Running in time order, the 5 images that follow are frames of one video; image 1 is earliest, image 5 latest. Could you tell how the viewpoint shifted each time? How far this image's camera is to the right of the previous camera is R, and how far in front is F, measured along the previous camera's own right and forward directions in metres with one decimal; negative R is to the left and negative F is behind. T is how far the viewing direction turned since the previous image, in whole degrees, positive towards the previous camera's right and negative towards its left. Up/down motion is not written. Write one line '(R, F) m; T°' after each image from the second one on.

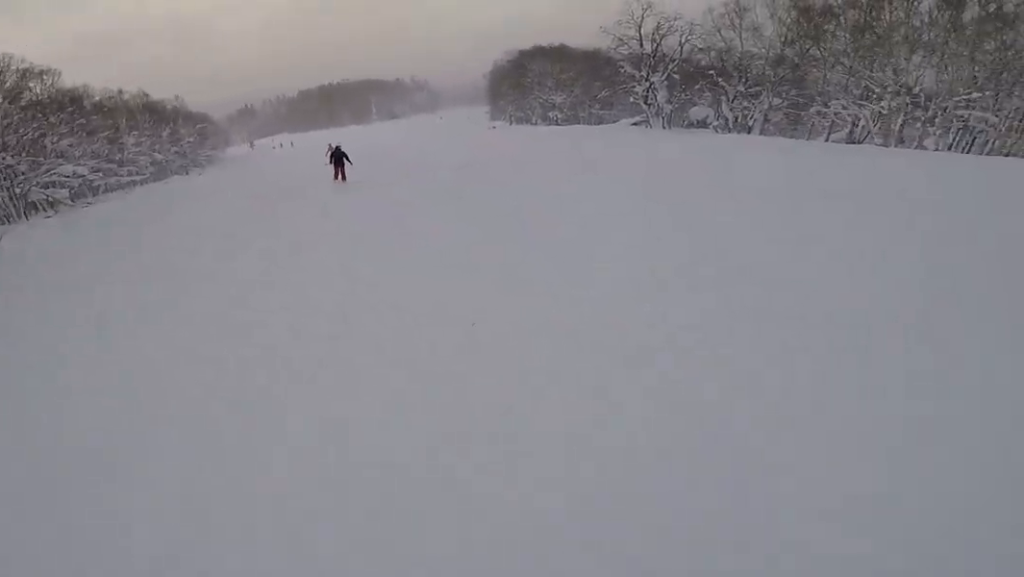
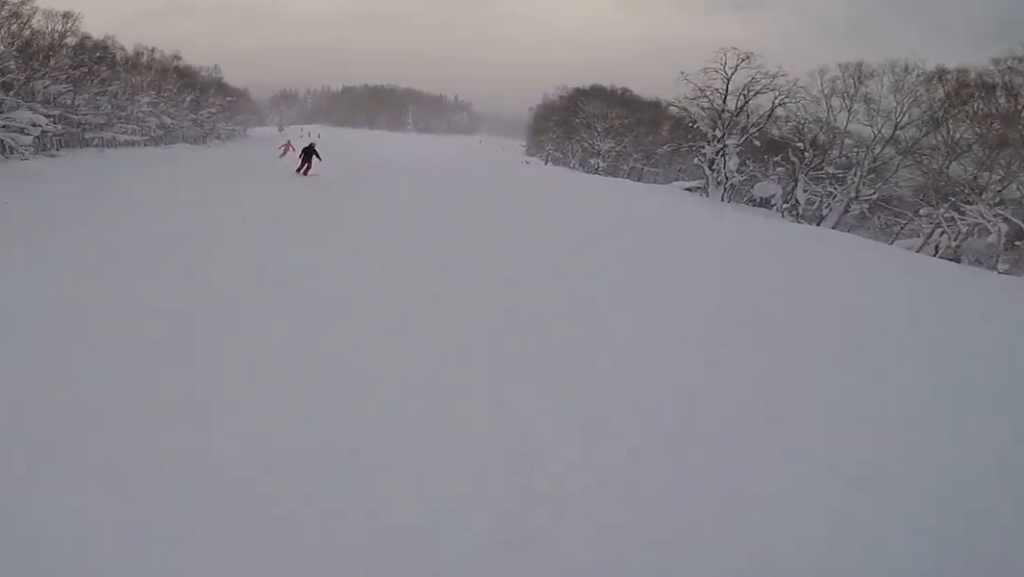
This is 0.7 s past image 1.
(+0.8, +6.4) m; +4°
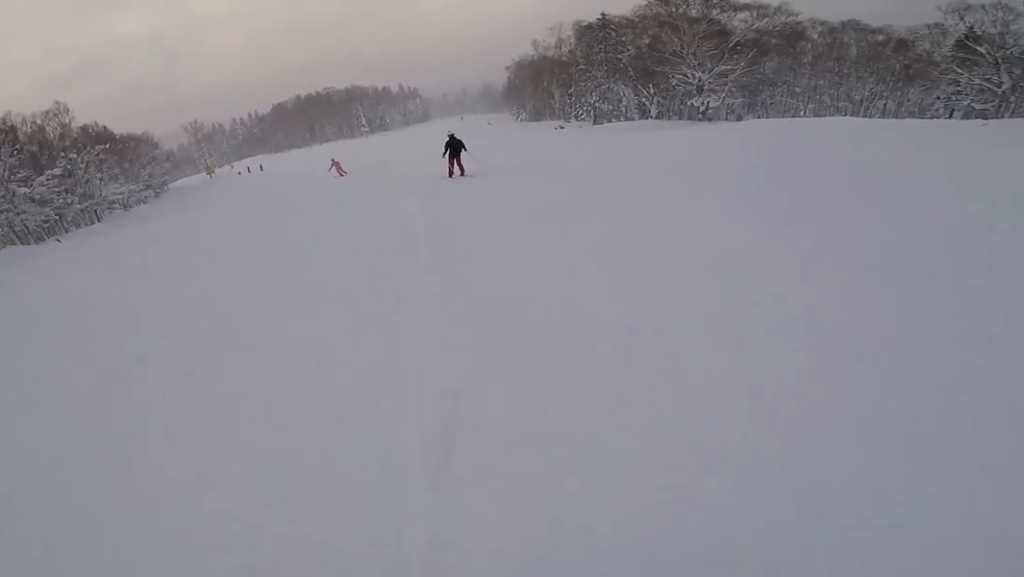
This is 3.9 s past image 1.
(-6.4, +30.2) m; -6°
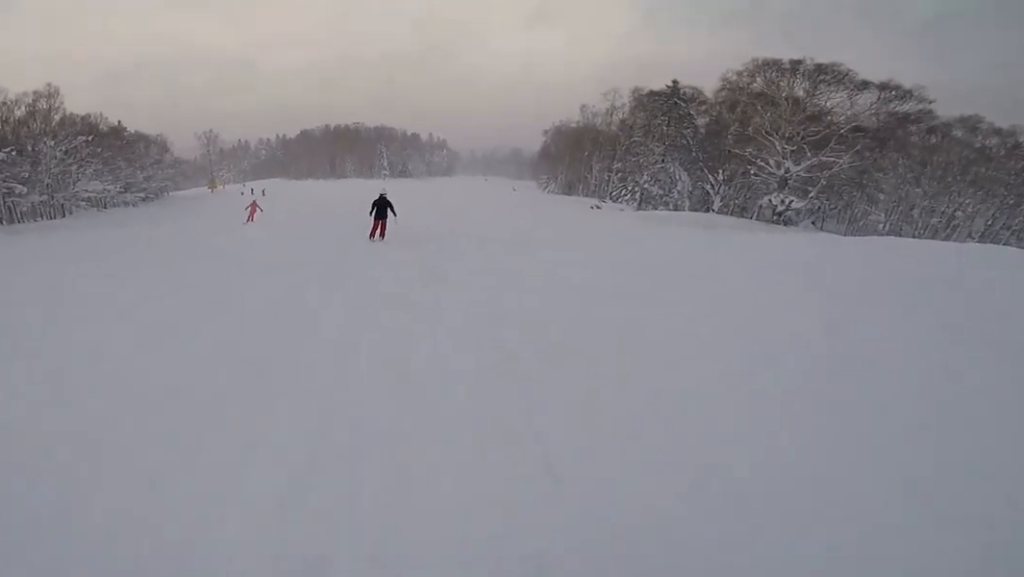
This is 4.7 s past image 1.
(+0.9, +8.9) m; +7°
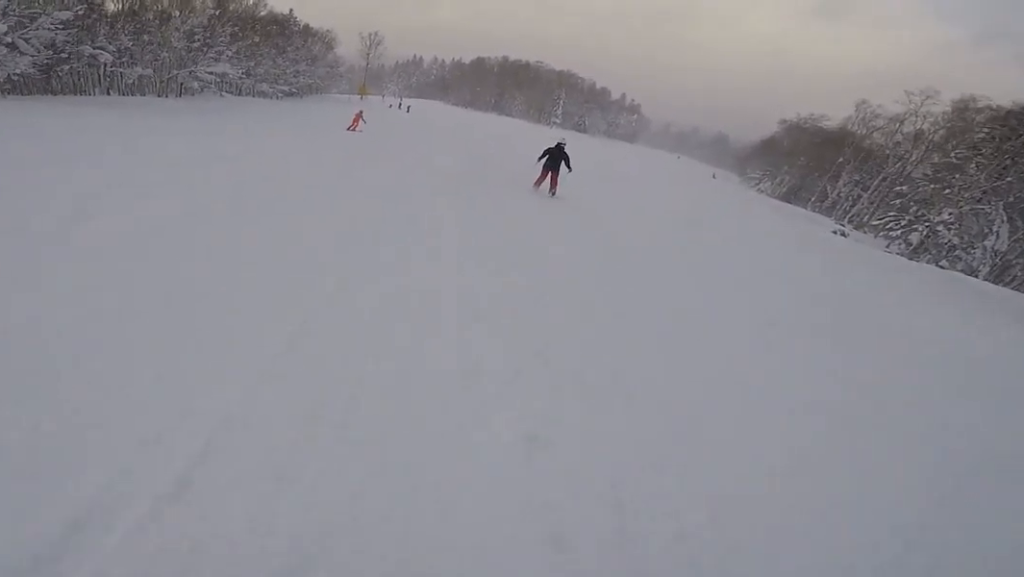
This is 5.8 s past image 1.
(+0.2, +11.3) m; -9°
